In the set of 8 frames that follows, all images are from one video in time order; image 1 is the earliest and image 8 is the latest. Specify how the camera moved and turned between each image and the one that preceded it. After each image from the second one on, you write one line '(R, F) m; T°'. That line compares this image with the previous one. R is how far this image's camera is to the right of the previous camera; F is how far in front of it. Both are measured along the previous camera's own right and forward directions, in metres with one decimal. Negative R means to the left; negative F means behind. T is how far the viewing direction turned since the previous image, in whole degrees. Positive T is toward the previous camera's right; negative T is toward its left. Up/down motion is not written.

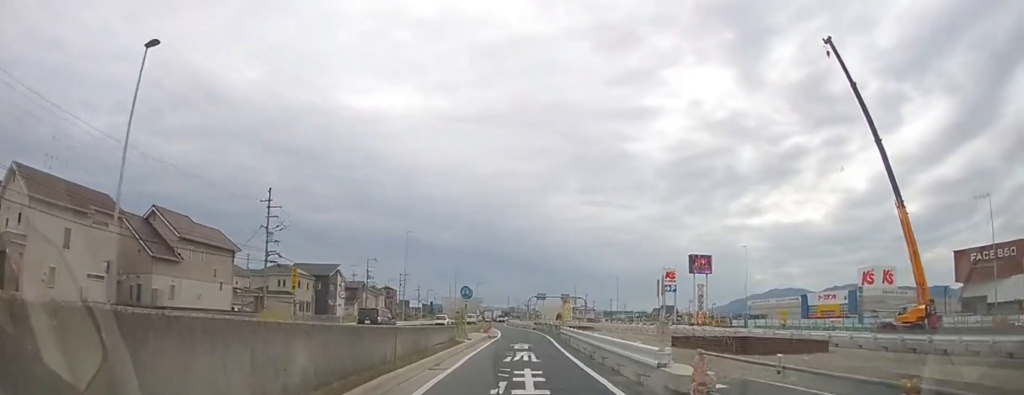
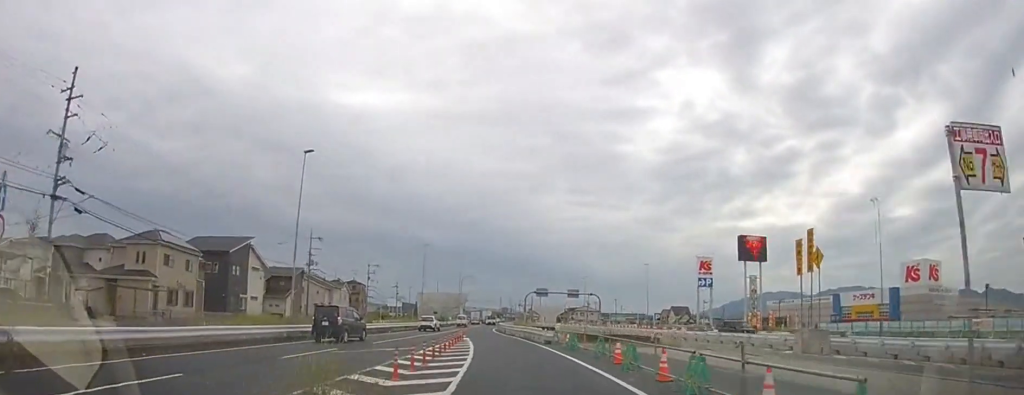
(+0.3, +26.4) m; +1°
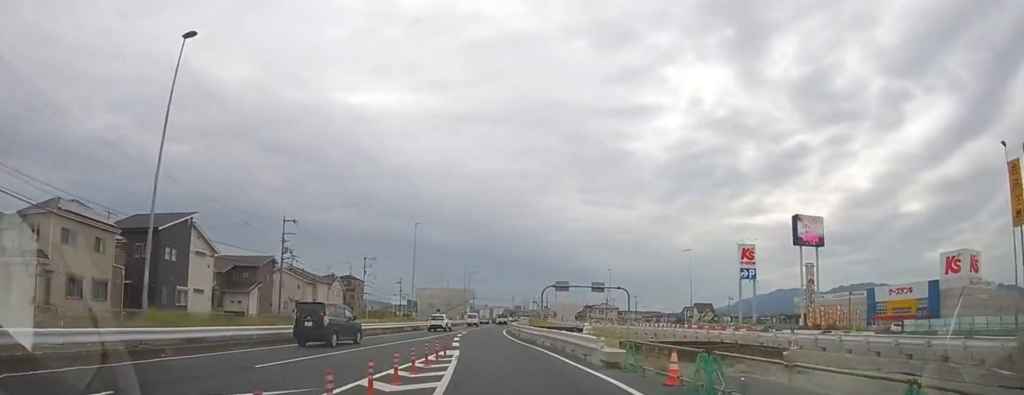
(-0.1, +13.2) m; -1°
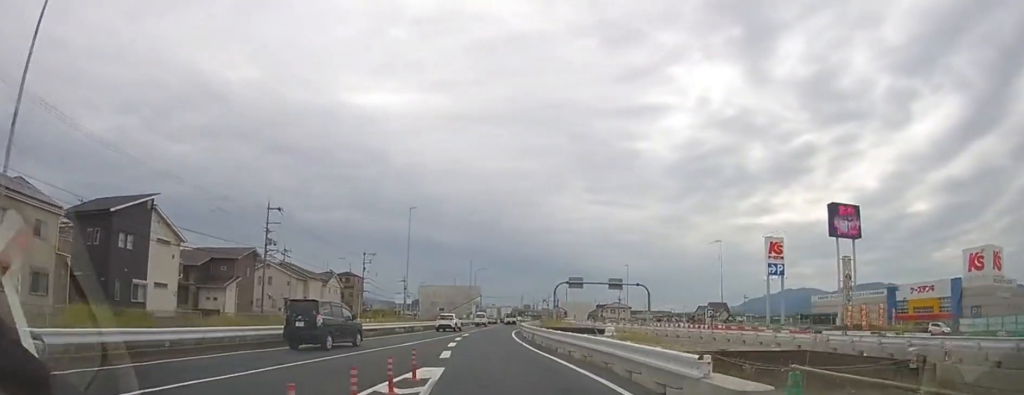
(-0.1, +6.7) m; -1°
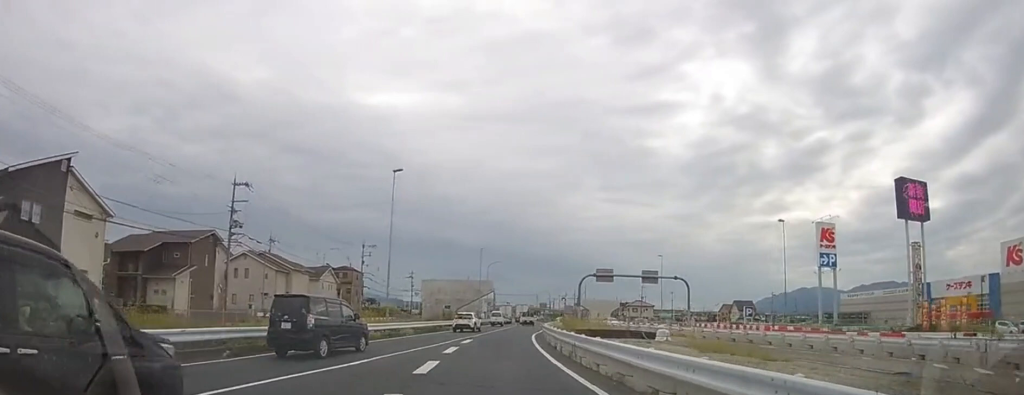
(-0.2, +11.0) m; -1°
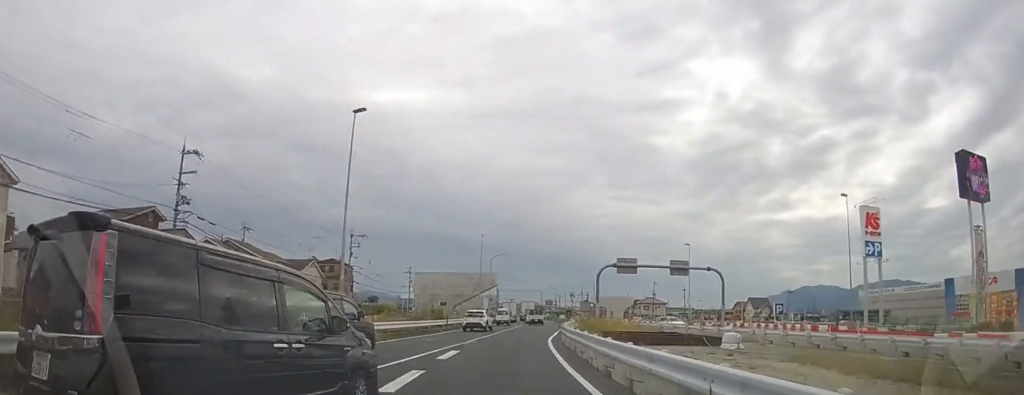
(-0.1, +9.7) m; -1°
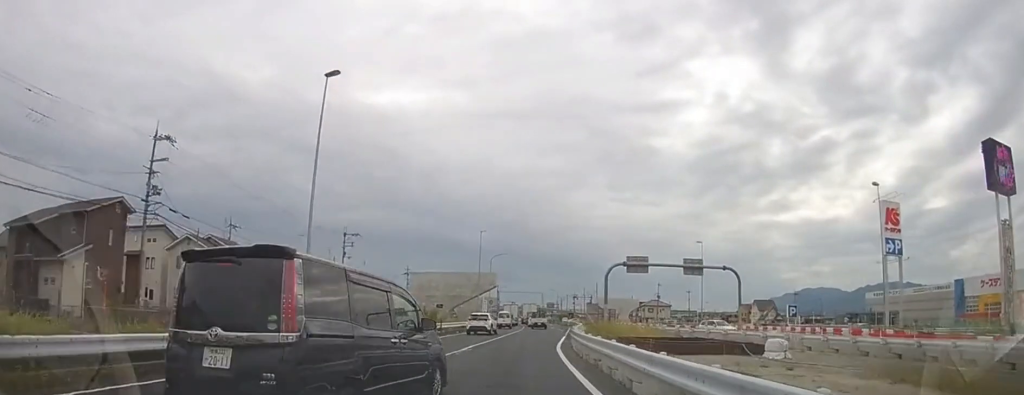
(0.0, +4.1) m; 0°
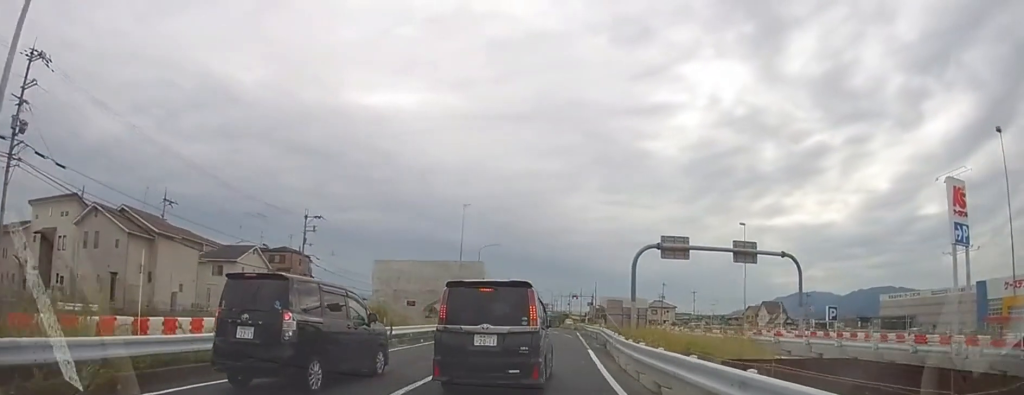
(0.0, +12.8) m; +1°
